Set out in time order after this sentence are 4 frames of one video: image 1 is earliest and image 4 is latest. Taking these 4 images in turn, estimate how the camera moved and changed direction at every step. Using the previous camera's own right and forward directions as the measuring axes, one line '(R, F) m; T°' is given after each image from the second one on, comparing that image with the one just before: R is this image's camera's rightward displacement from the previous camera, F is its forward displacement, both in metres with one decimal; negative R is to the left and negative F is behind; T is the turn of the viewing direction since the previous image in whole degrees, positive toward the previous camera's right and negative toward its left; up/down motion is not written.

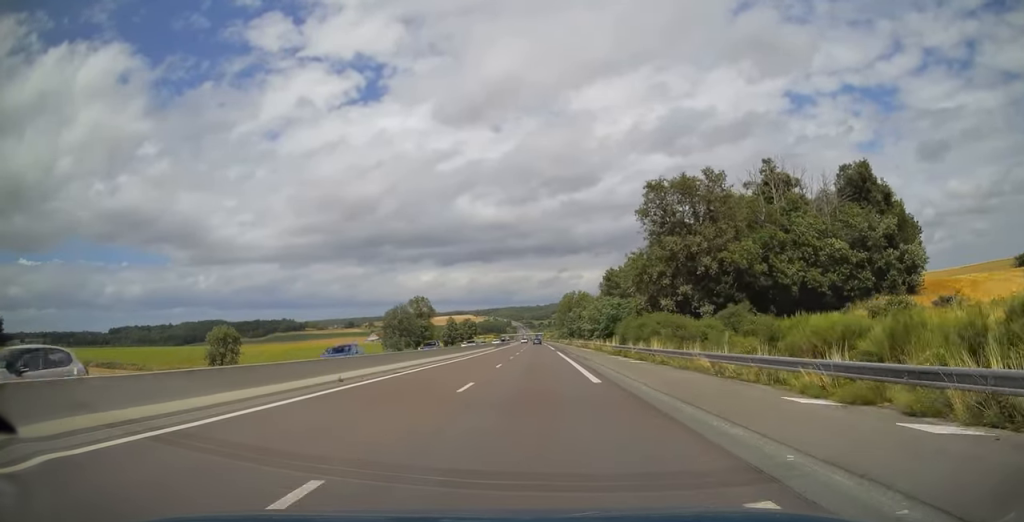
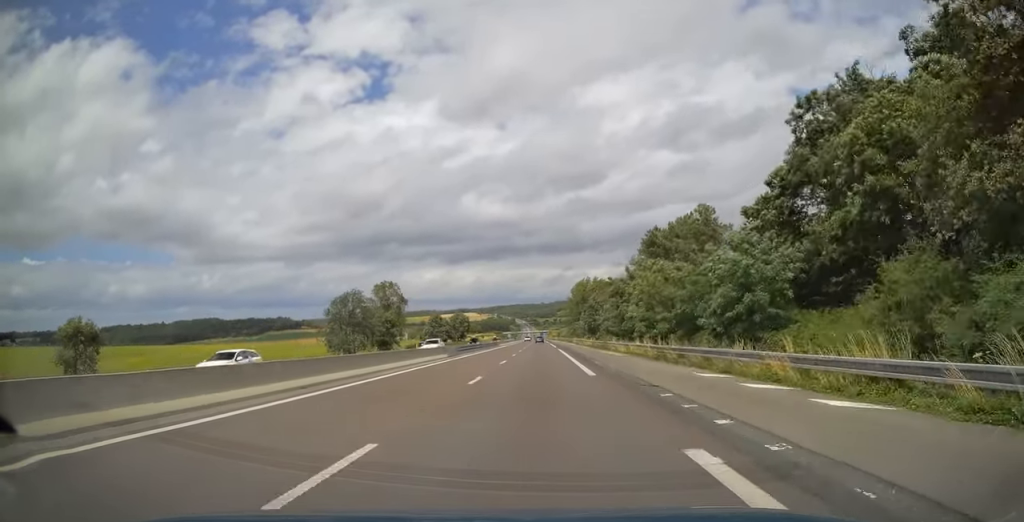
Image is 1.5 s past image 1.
(-0.2, +49.5) m; -1°
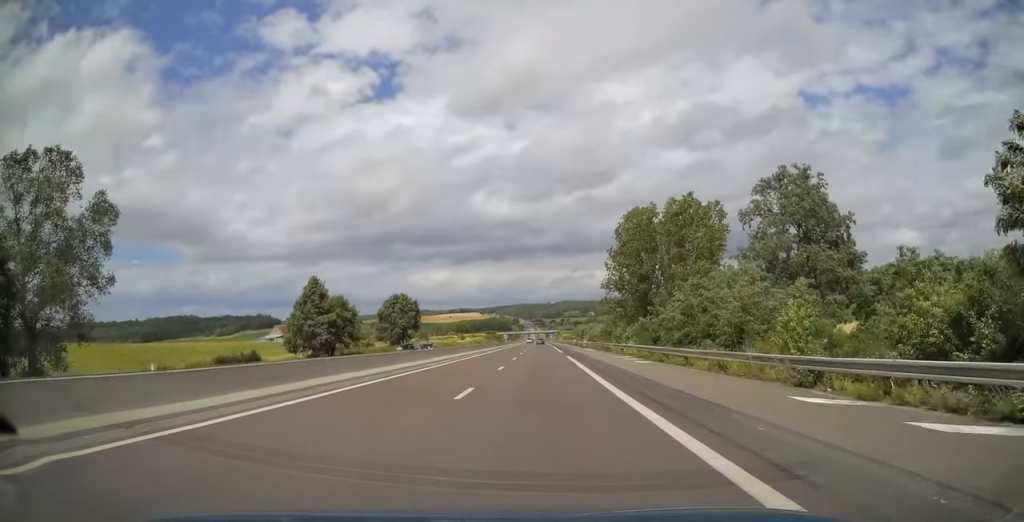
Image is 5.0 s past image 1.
(-0.7, +119.2) m; -1°
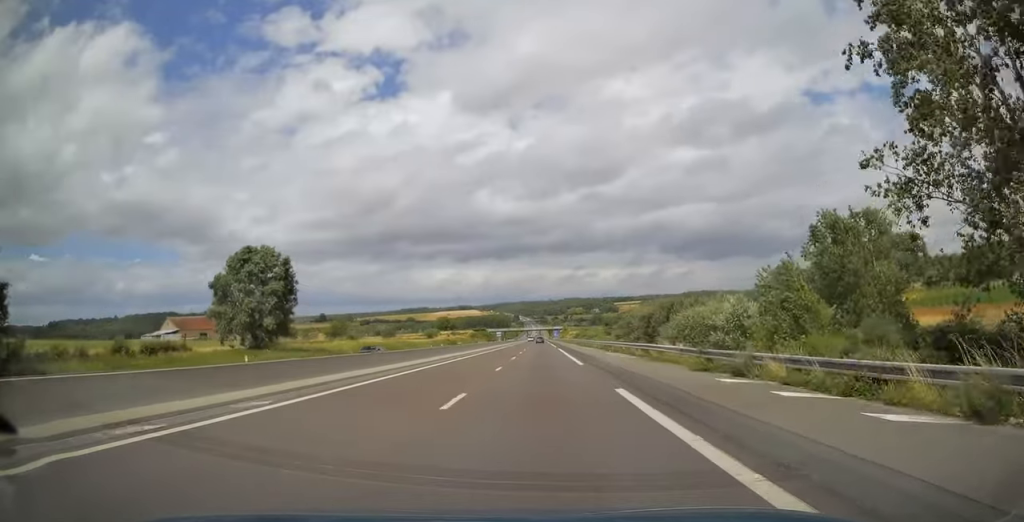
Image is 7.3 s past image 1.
(-0.1, +79.2) m; 0°
